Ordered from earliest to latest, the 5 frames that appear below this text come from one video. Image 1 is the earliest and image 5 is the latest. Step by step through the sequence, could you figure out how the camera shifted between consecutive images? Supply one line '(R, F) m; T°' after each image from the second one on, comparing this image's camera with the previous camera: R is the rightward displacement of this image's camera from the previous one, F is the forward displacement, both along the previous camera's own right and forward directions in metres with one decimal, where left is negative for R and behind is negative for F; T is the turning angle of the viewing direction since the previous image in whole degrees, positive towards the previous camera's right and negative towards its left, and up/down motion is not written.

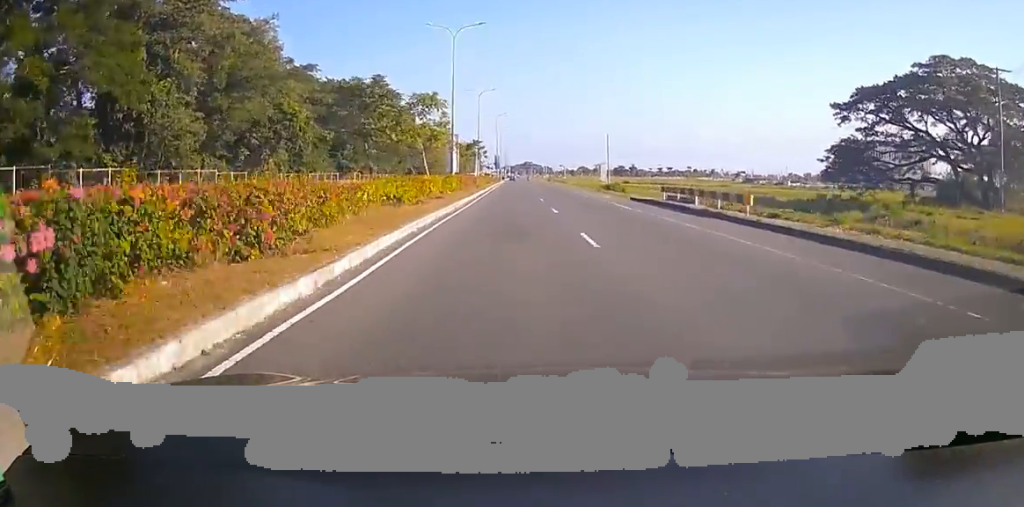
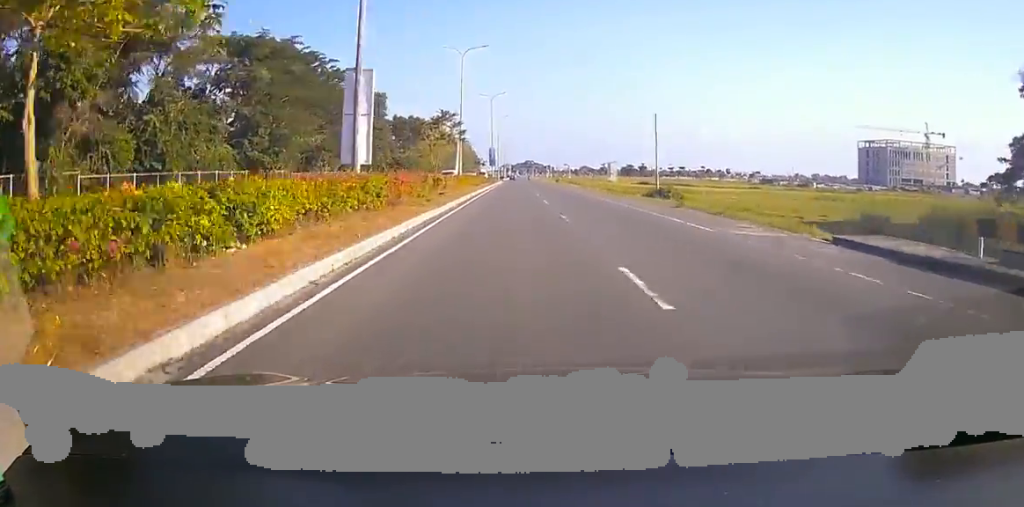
(-0.9, +30.6) m; +1°
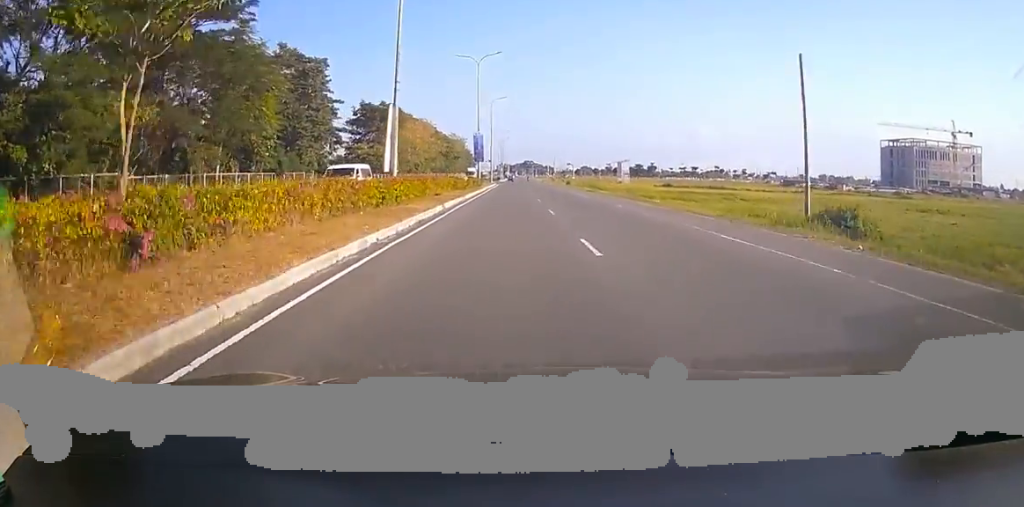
(+0.7, +31.5) m; +1°
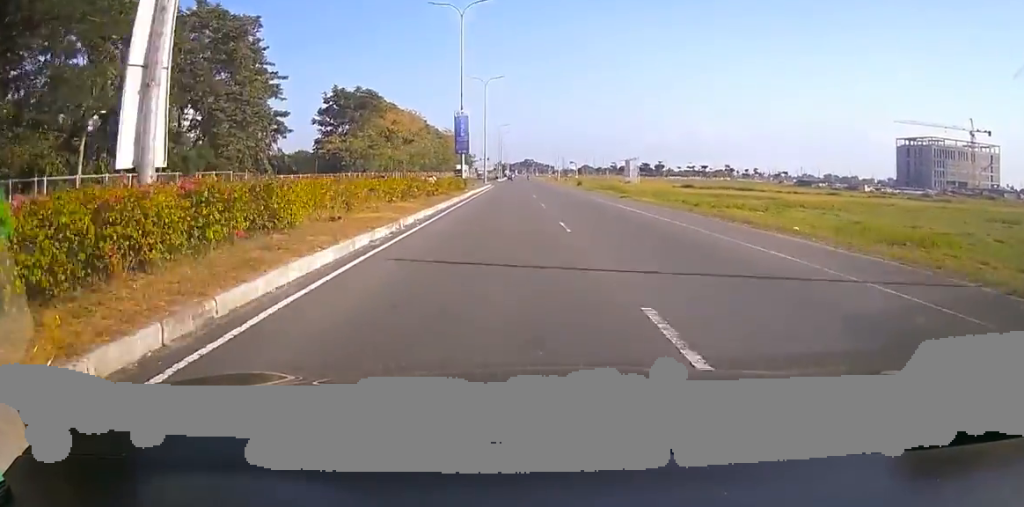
(+0.5, +19.0) m; 0°
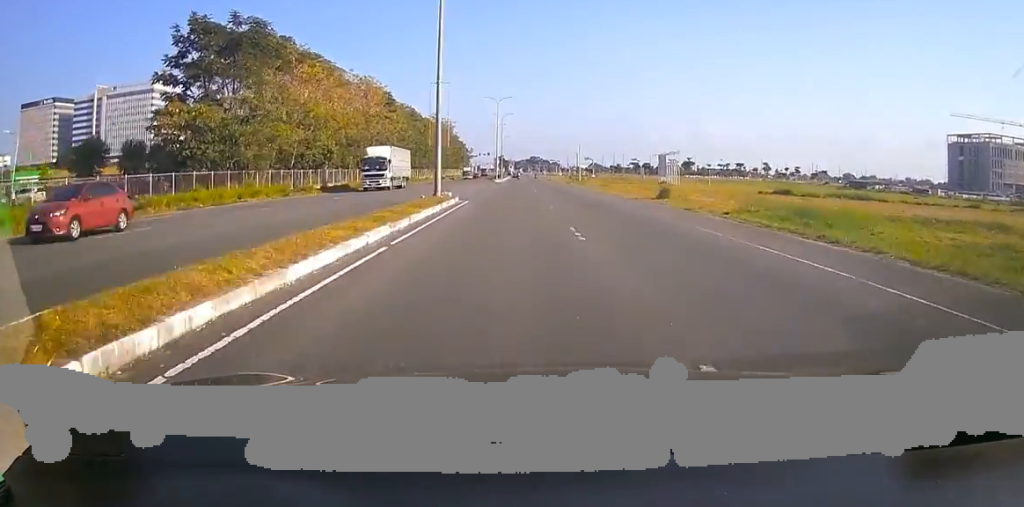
(+0.1, +49.6) m; -2°
